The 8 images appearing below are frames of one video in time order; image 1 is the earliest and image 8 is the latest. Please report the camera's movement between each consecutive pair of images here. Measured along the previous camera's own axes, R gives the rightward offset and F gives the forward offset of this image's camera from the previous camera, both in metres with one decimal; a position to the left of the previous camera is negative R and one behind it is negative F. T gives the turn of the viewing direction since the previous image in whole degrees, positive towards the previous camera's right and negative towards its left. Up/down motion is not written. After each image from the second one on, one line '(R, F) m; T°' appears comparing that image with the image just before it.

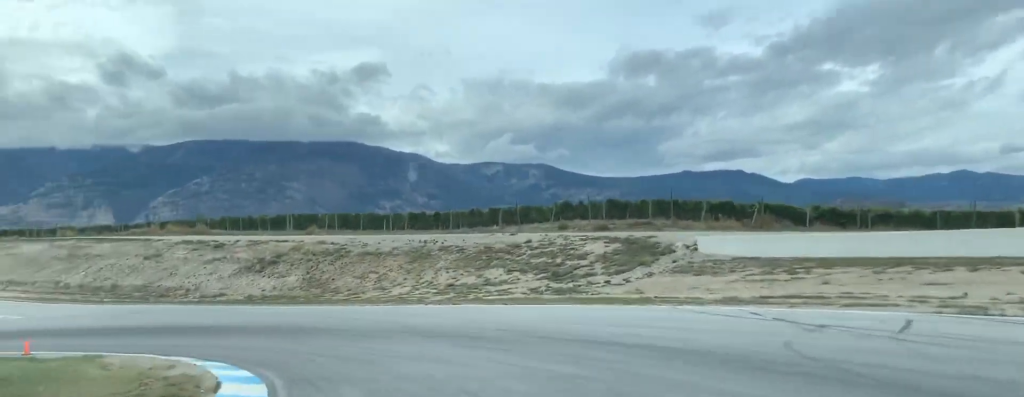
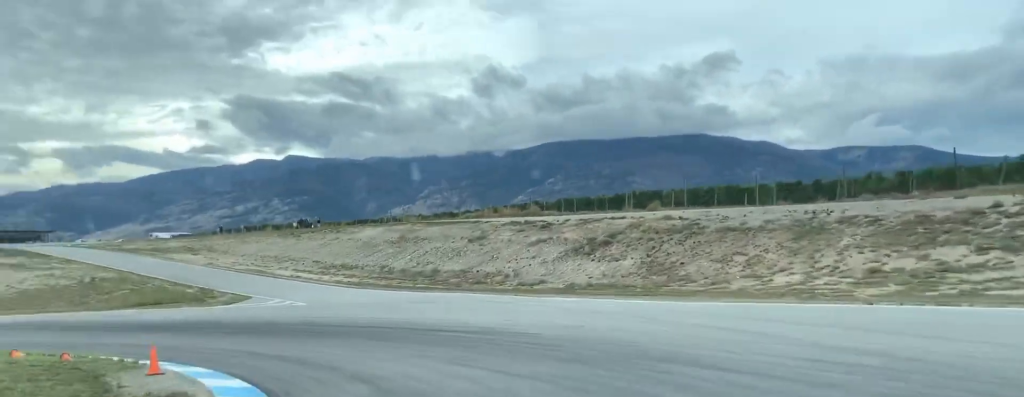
(-2.6, +14.3) m; -22°
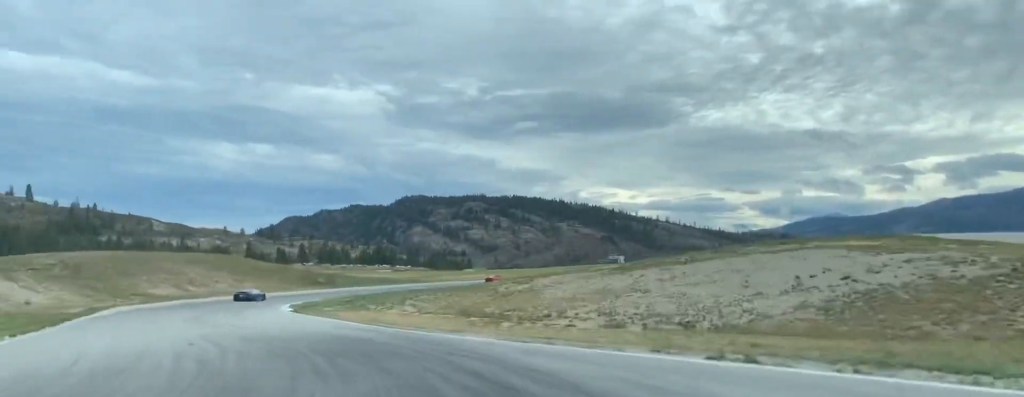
(-15.3, +35.3) m; -49°
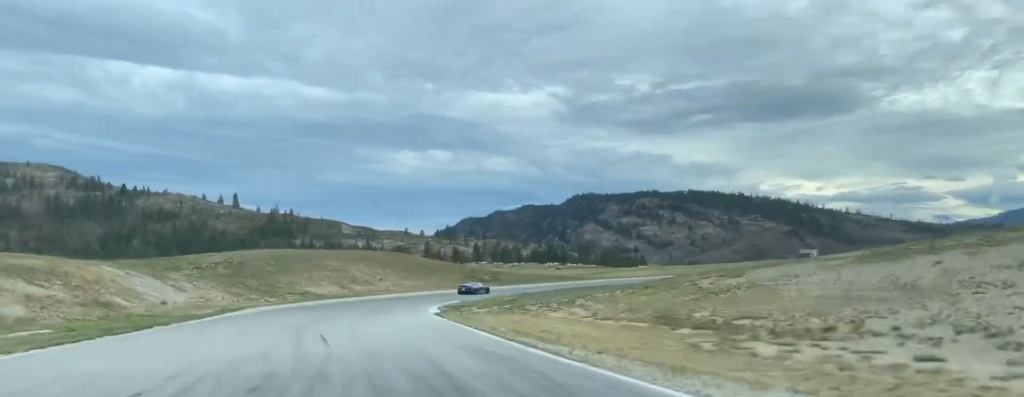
(-3.0, +13.0) m; -13°
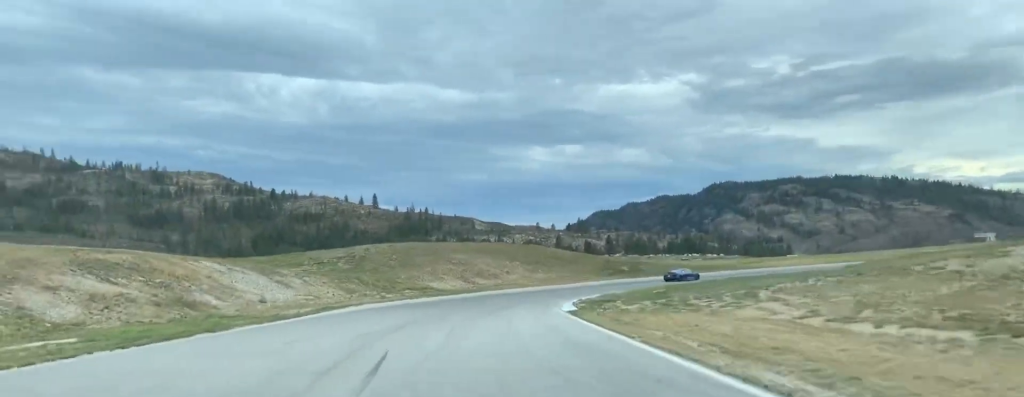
(-0.4, +11.0) m; -10°
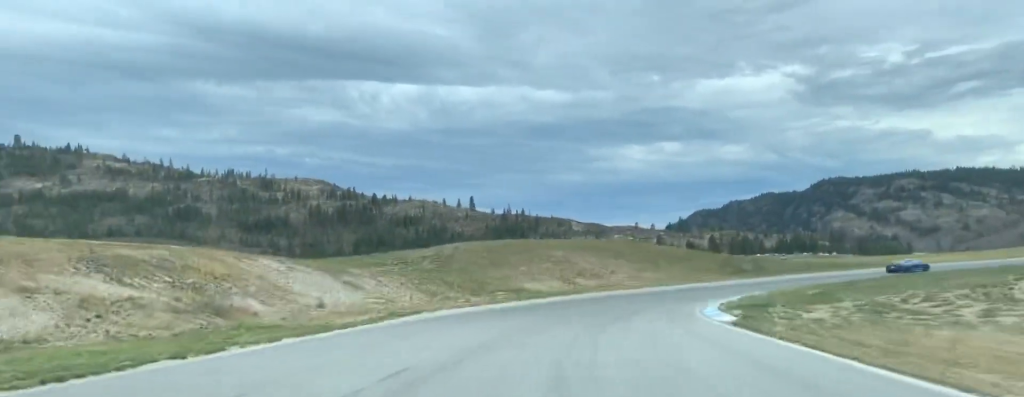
(-1.5, +11.1) m; -3°
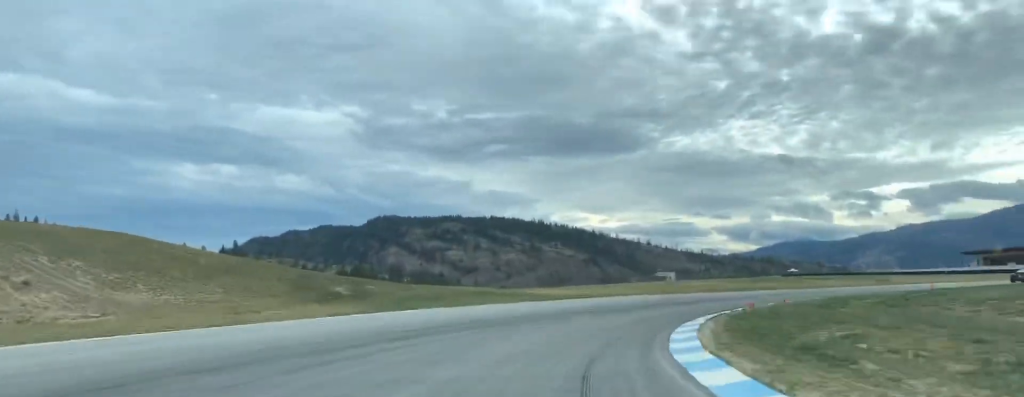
(+1.3, +50.8) m; +18°
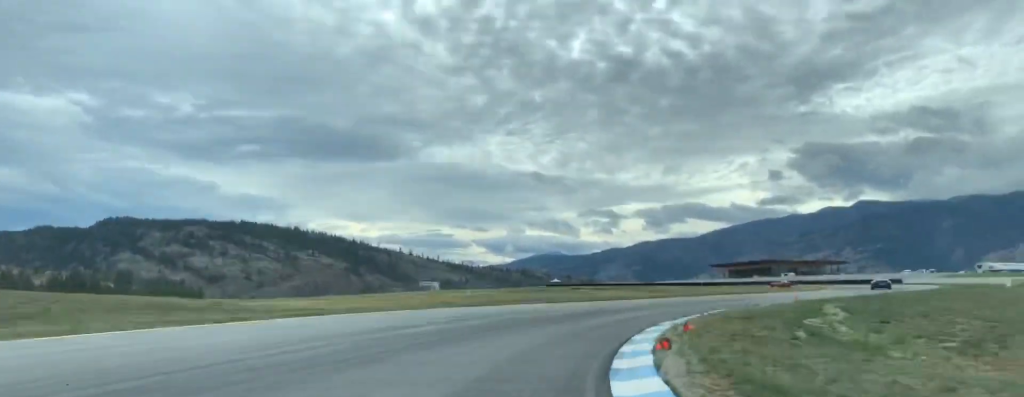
(+3.1, +23.8) m; +18°
